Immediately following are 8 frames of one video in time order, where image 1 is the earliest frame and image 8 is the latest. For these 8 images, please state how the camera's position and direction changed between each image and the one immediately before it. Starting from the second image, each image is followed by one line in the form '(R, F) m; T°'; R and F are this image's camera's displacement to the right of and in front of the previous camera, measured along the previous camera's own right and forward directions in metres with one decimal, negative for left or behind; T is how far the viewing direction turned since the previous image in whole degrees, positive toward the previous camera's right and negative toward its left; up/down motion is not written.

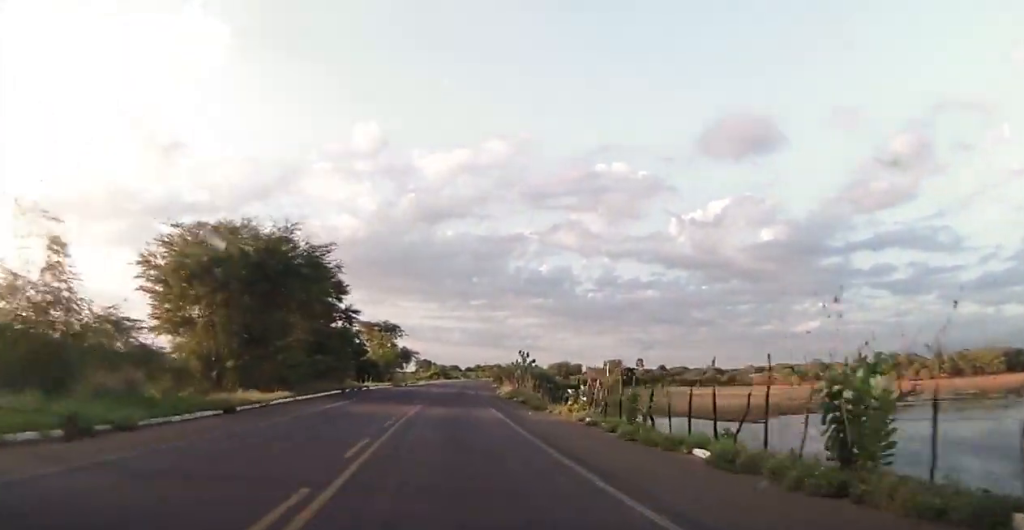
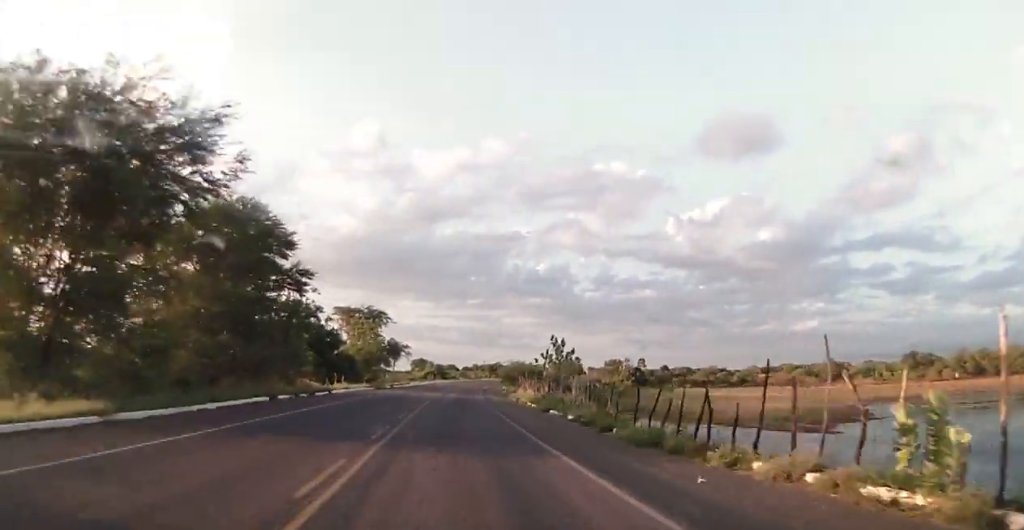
(-0.2, +19.1) m; +1°
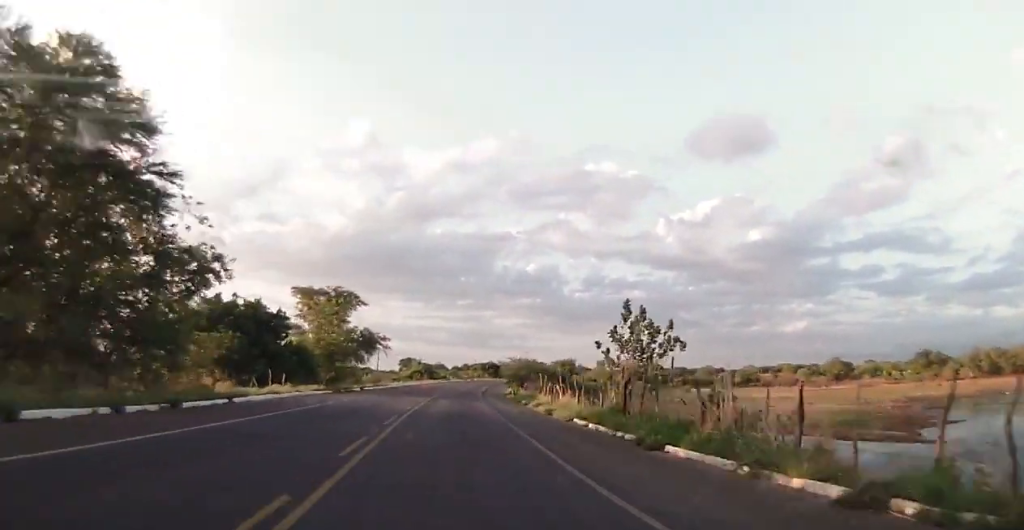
(0.0, +18.4) m; +1°
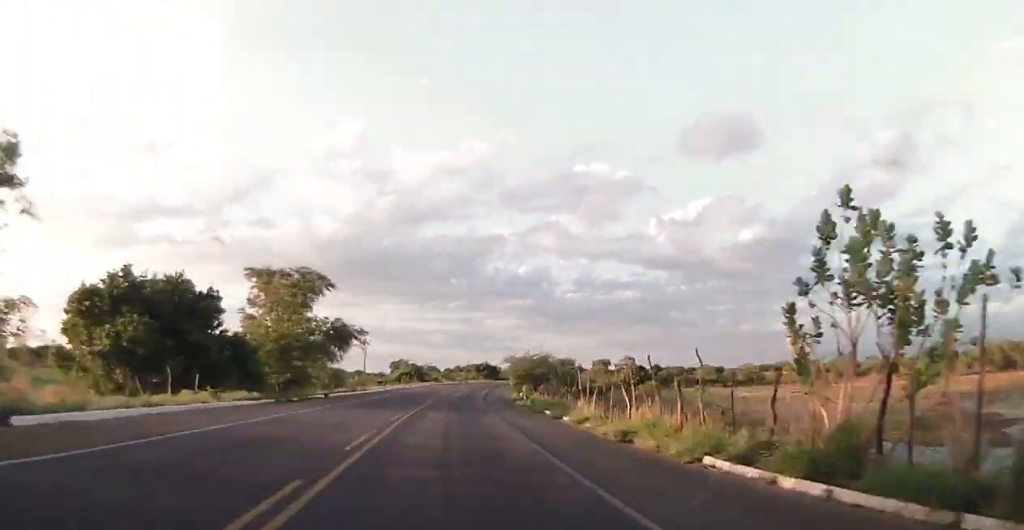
(+0.5, +13.4) m; +1°
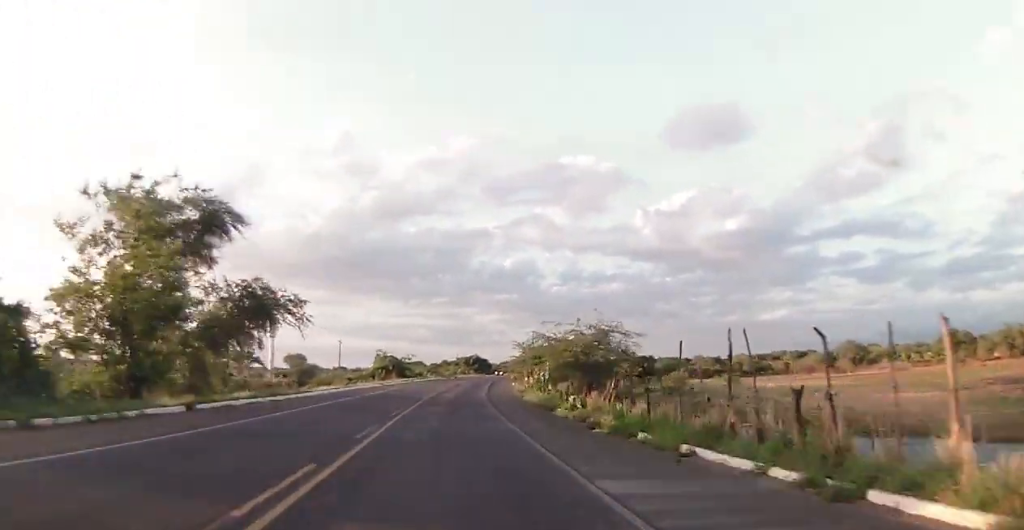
(0.0, +21.0) m; 0°
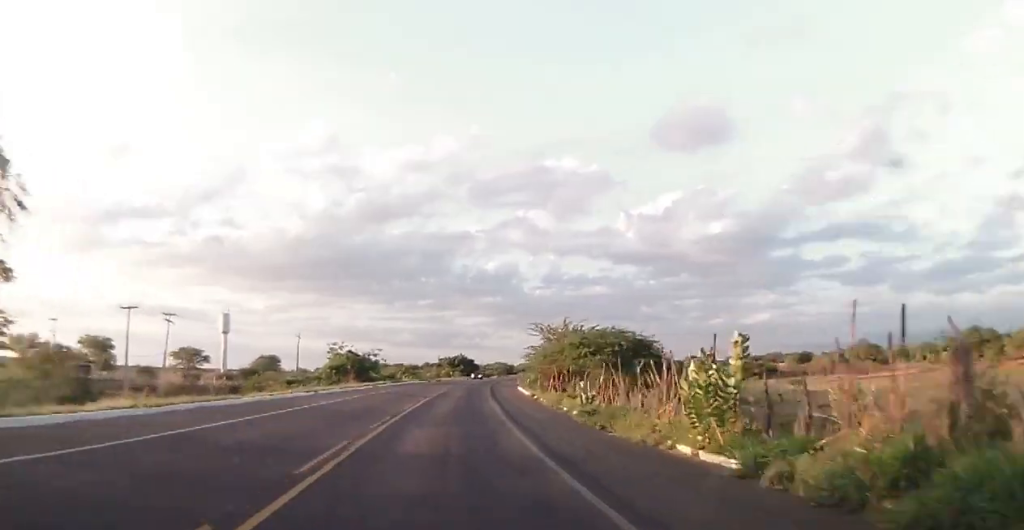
(-0.1, +26.1) m; +1°
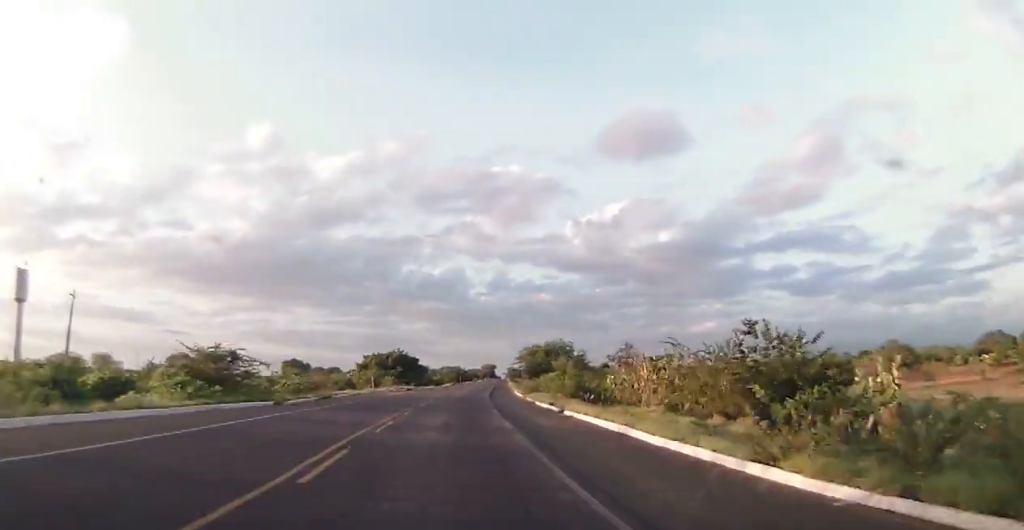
(+2.4, +63.8) m; +4°
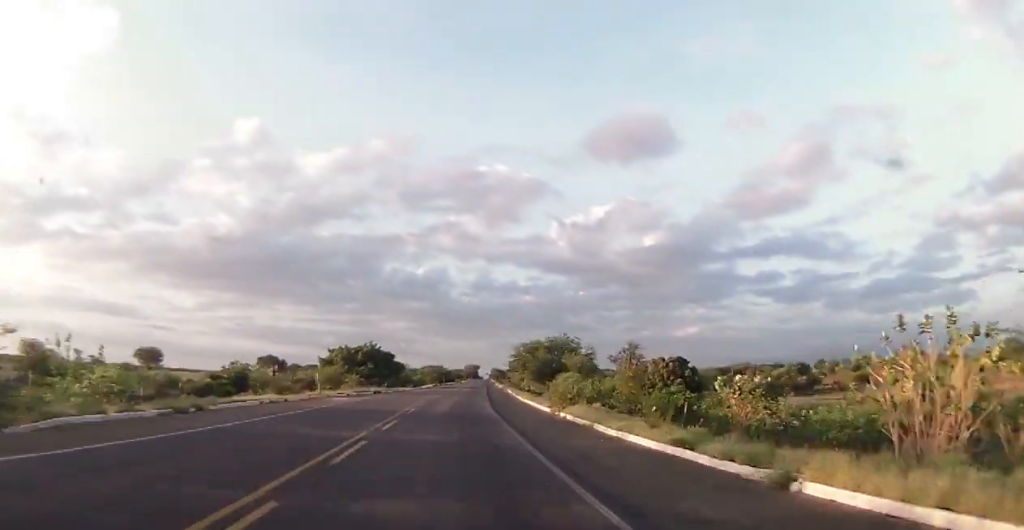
(+0.3, +19.0) m; +1°
